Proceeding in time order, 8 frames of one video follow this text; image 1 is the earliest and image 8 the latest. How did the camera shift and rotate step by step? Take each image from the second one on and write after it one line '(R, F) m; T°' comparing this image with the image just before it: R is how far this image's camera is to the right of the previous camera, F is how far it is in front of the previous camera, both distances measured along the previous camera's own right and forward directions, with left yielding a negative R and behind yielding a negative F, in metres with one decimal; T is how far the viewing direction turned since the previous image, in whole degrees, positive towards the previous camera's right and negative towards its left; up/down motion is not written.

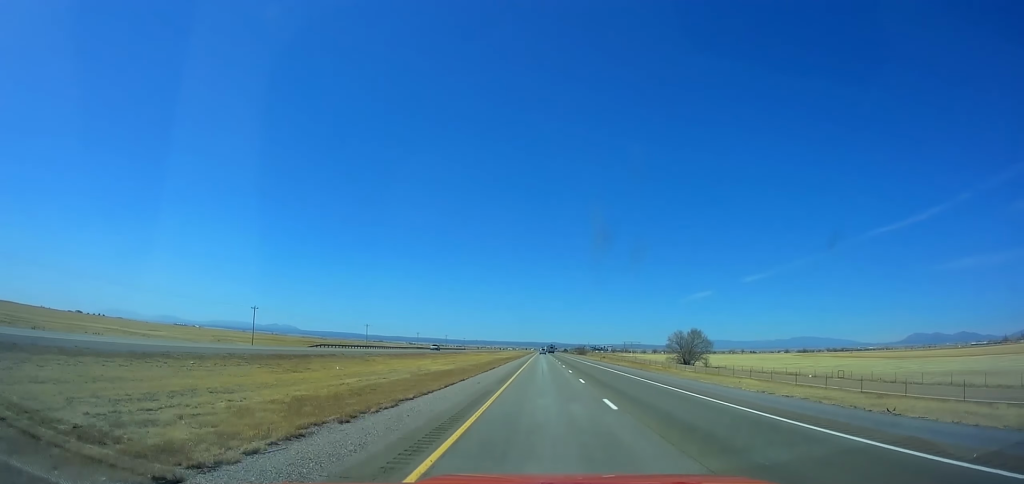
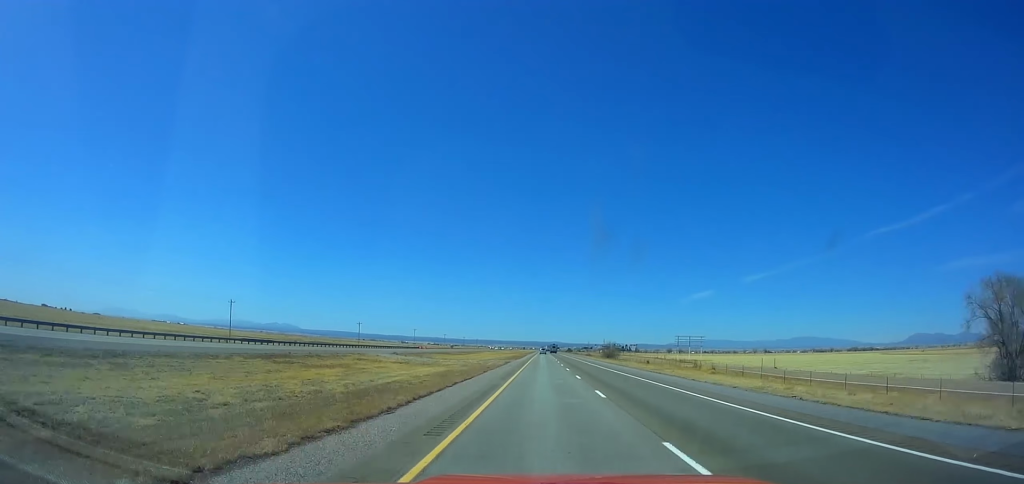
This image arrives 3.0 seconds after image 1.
(0.0, +106.9) m; 0°
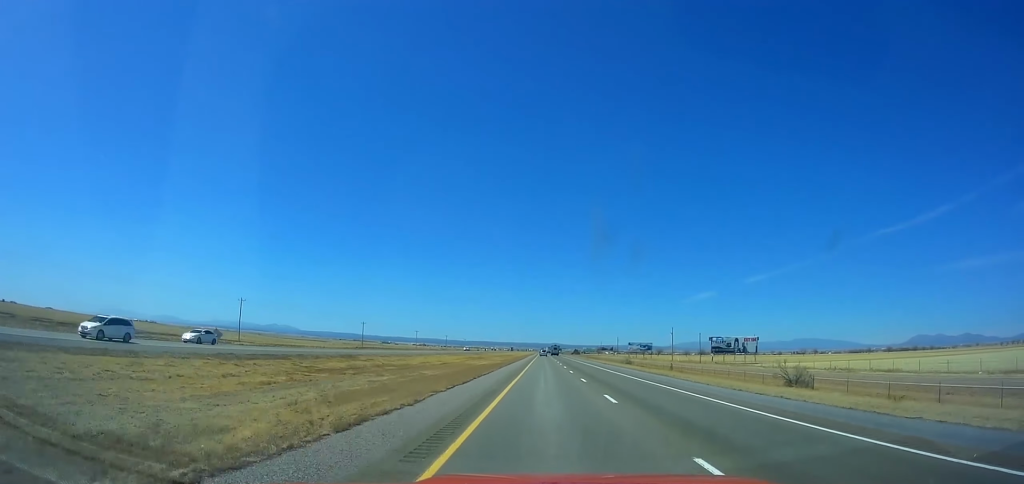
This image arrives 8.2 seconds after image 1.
(-1.4, +185.3) m; 0°
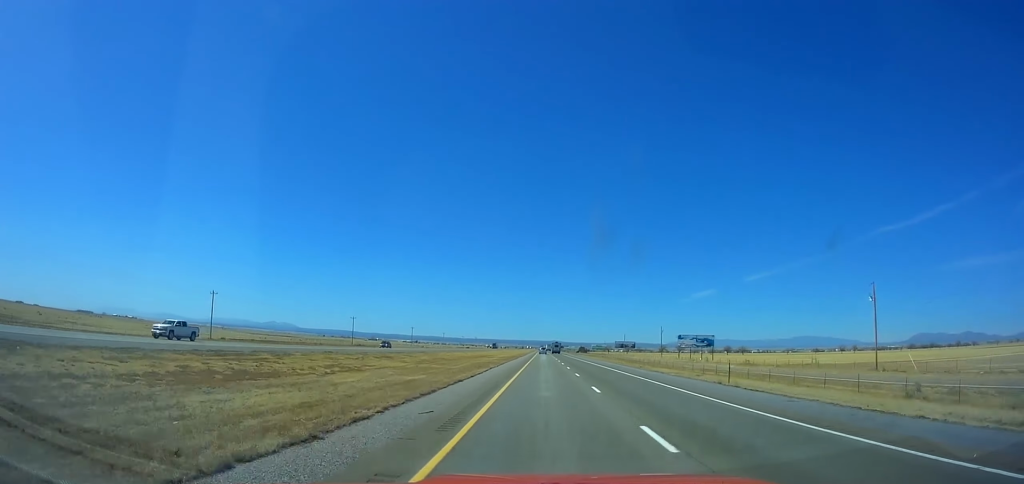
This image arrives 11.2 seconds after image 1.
(+0.9, +106.8) m; 0°
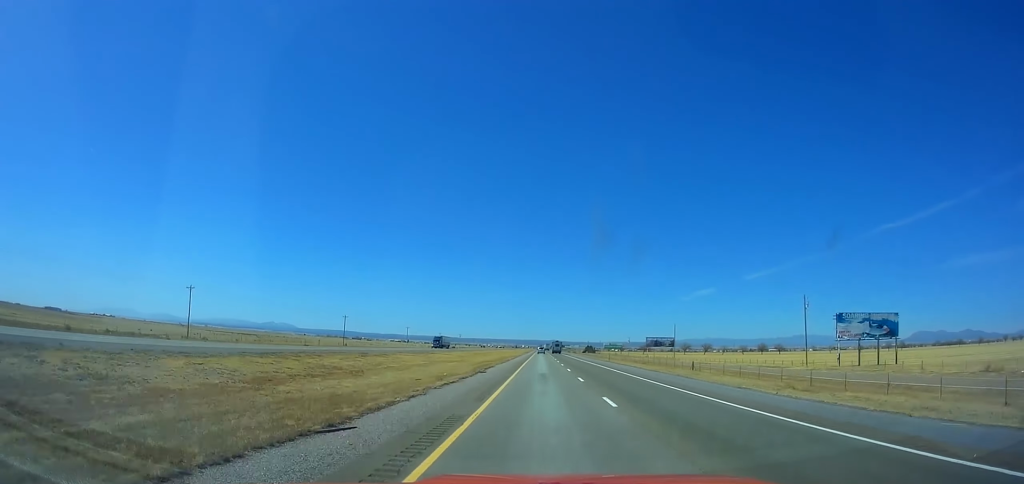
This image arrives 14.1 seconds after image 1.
(0.0, +103.1) m; 0°
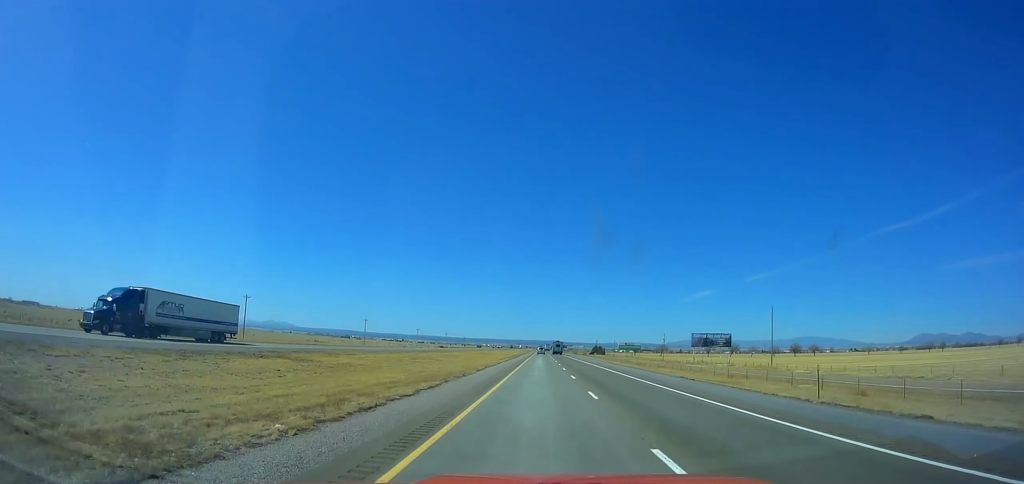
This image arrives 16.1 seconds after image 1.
(0.0, +70.9) m; 0°
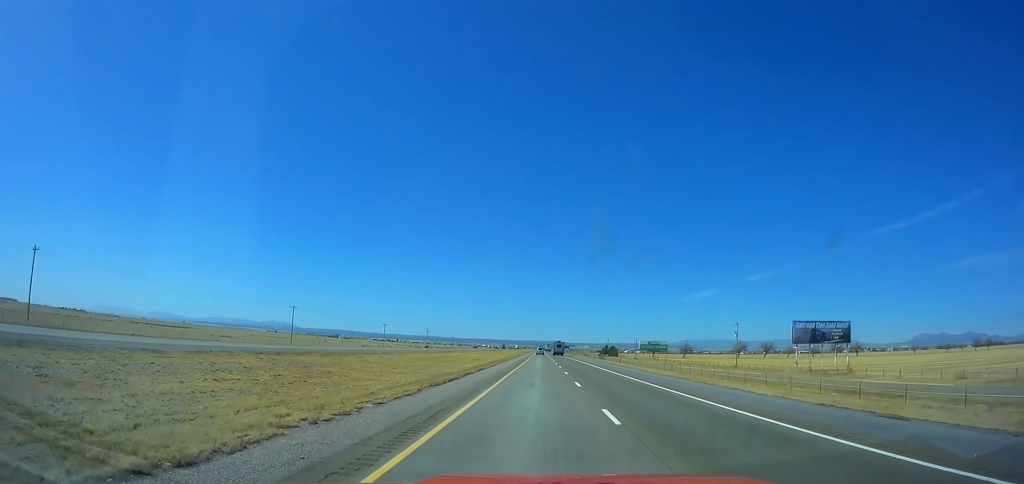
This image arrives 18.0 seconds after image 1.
(0.0, +67.5) m; 0°
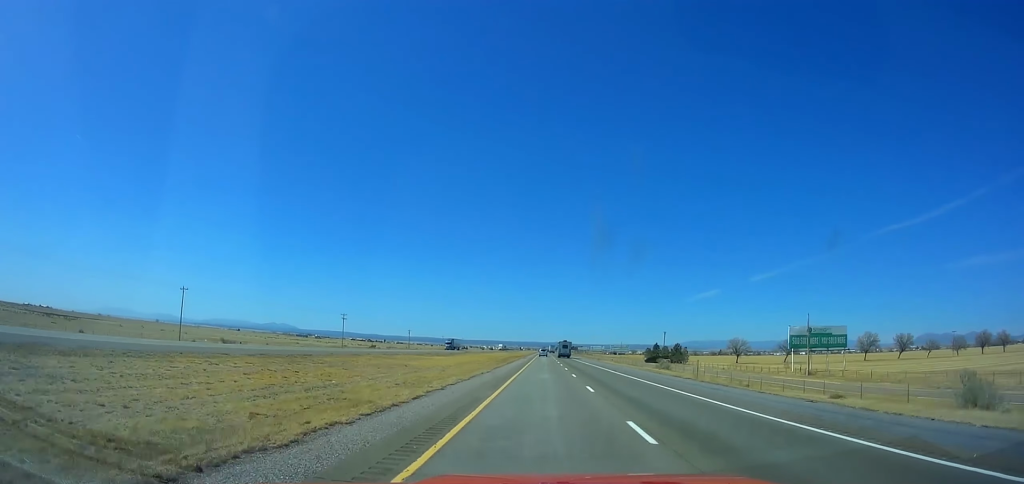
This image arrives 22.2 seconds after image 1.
(0.0, +149.3) m; 0°
